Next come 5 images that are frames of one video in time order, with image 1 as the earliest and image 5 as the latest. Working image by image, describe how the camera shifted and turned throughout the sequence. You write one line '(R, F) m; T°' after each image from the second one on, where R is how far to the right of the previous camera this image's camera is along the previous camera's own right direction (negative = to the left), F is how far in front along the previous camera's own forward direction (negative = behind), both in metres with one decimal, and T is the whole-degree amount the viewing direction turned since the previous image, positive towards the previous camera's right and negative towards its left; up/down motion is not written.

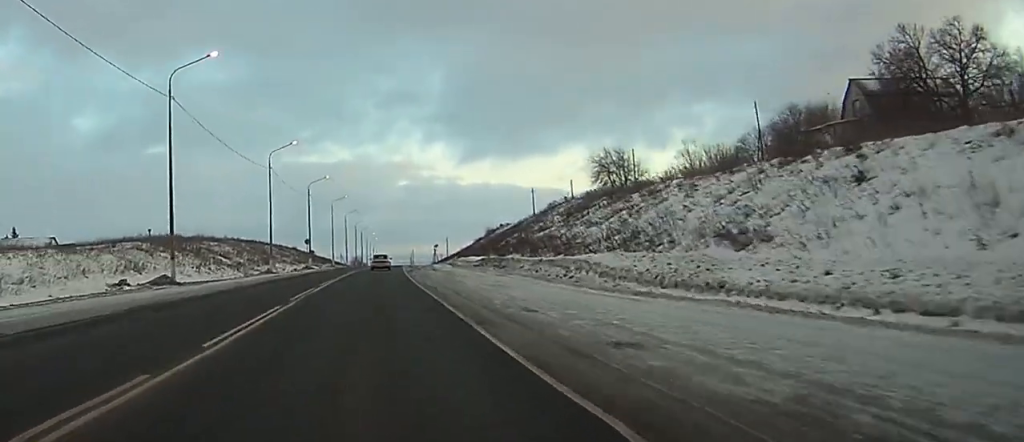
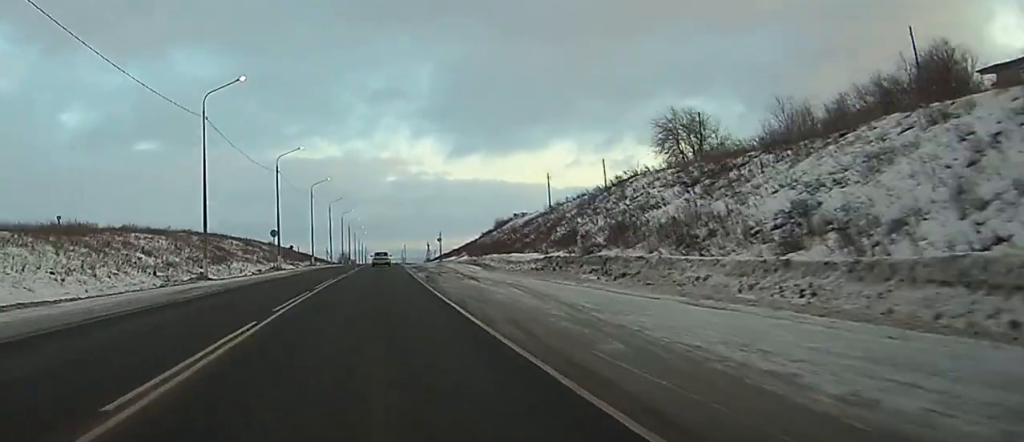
(+0.2, +28.4) m; 0°
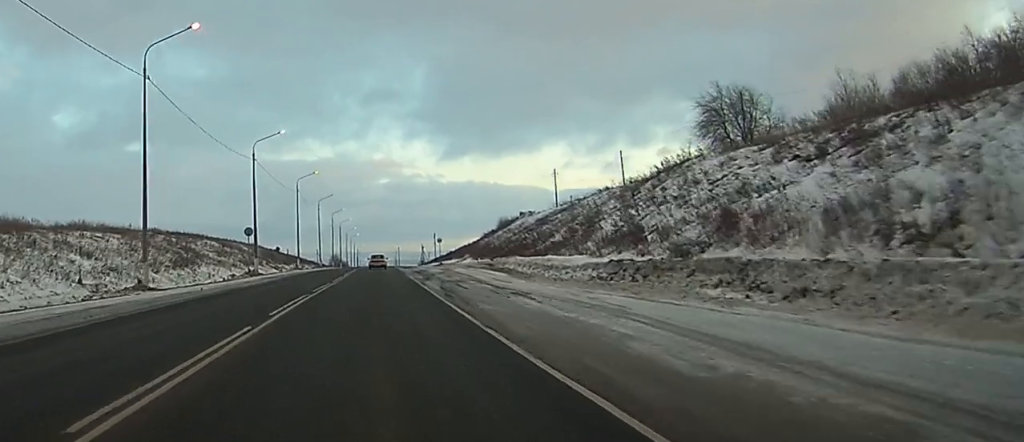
(0.0, +12.7) m; 0°
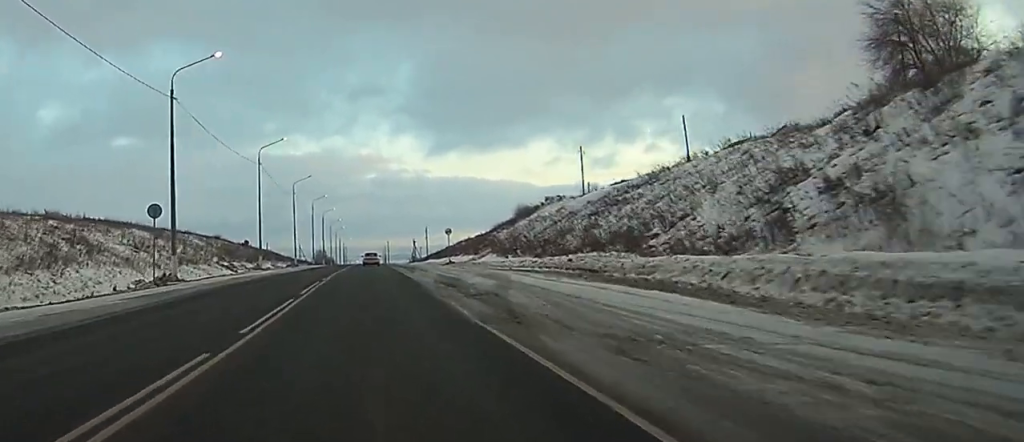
(+0.1, +27.5) m; +1°
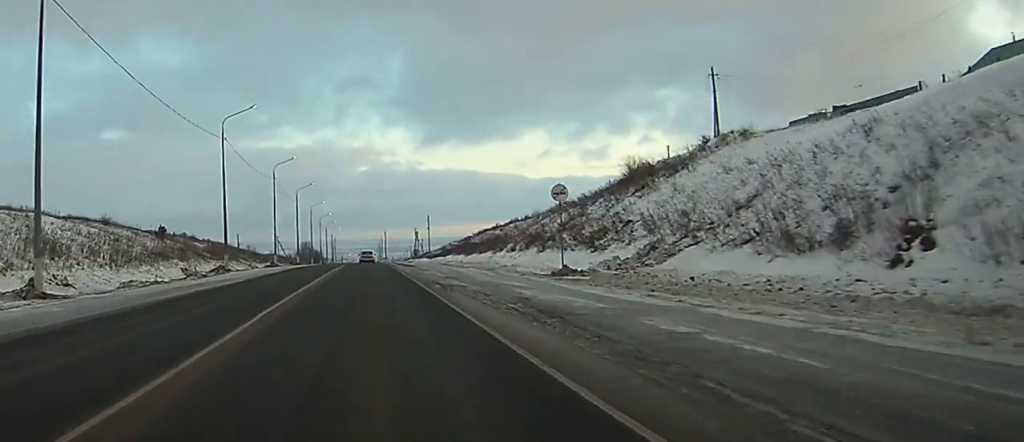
(+0.3, +52.7) m; 0°
